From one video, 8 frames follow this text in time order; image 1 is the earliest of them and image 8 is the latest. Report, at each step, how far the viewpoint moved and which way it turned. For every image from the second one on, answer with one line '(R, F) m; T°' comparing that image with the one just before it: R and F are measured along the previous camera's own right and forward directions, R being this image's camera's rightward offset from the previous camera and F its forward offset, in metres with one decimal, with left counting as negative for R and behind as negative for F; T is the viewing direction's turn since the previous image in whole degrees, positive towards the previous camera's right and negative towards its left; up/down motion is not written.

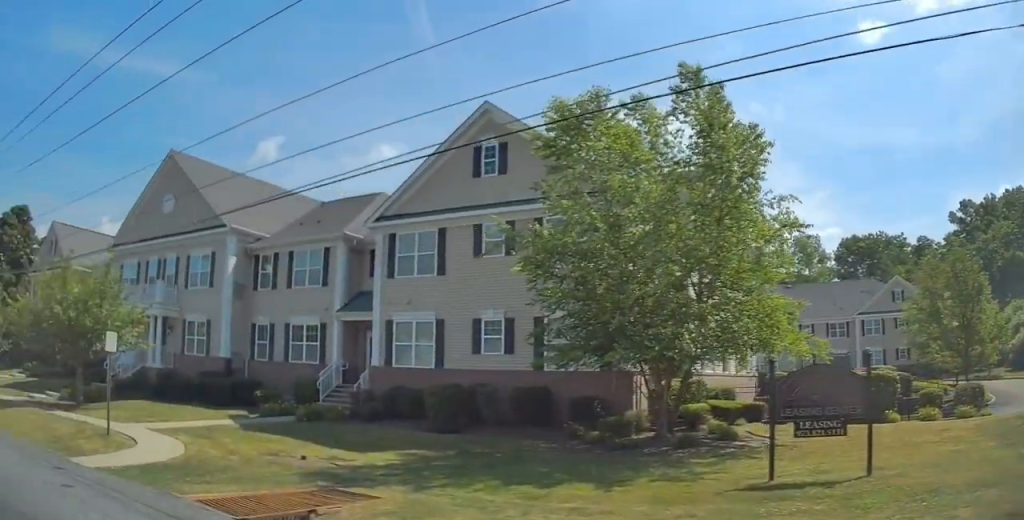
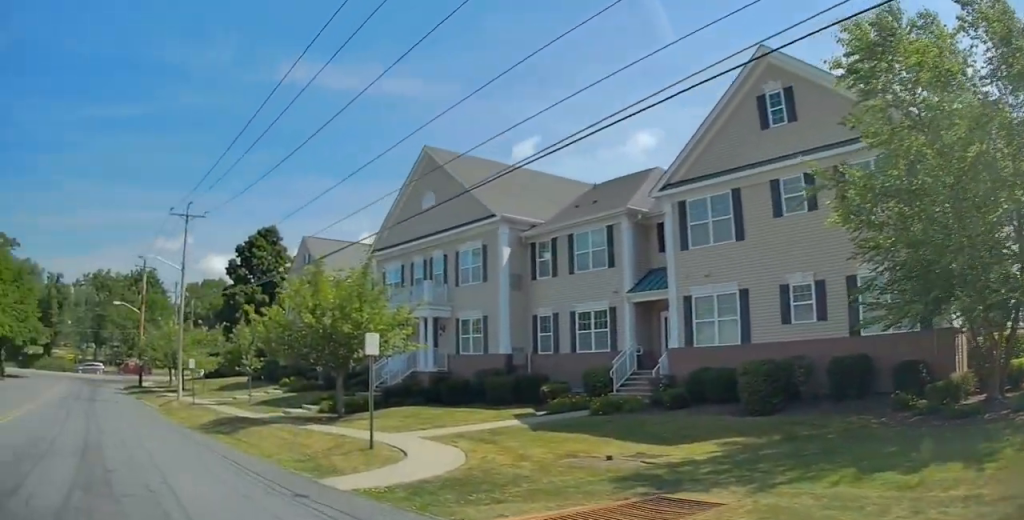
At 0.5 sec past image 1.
(-0.3, +1.9) m; -15°
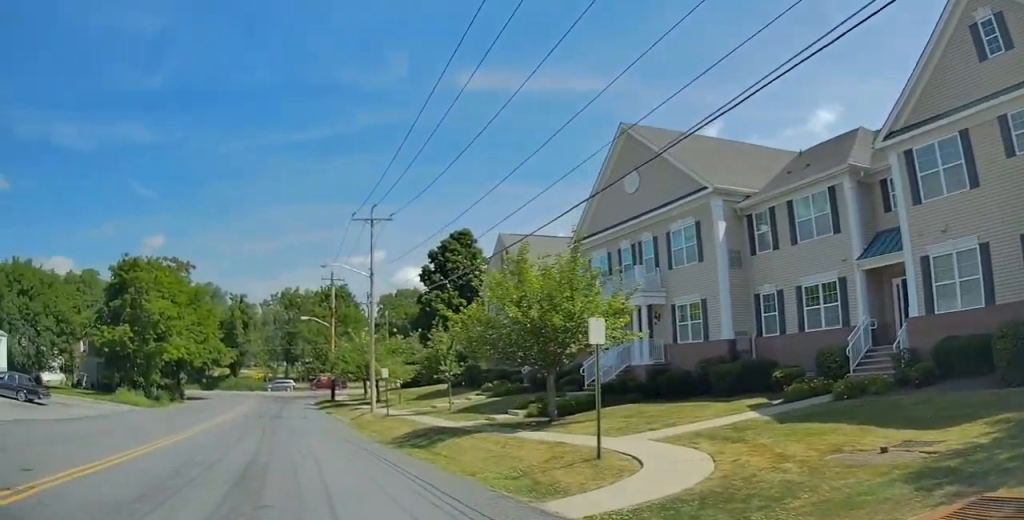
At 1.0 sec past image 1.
(0.0, +2.0) m; -14°
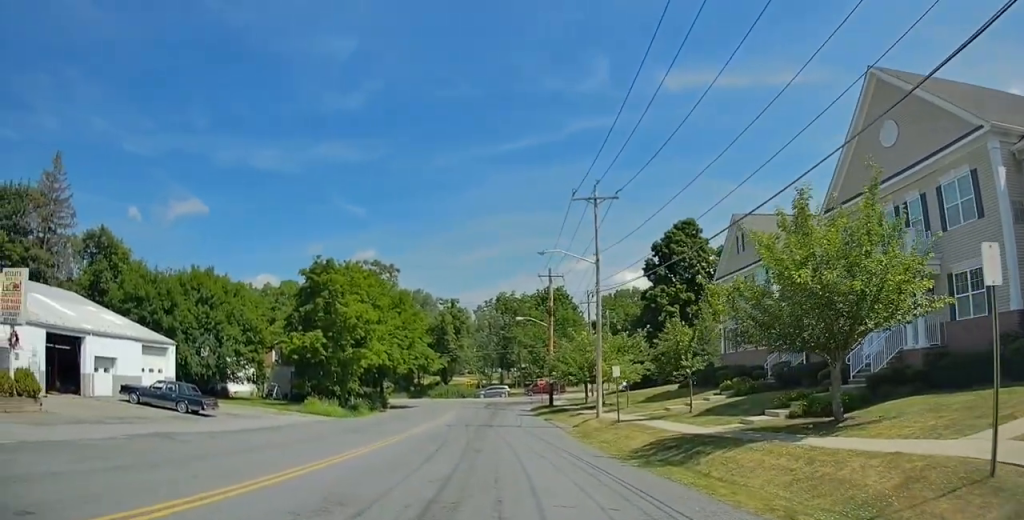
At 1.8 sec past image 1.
(-0.9, +3.5) m; -20°
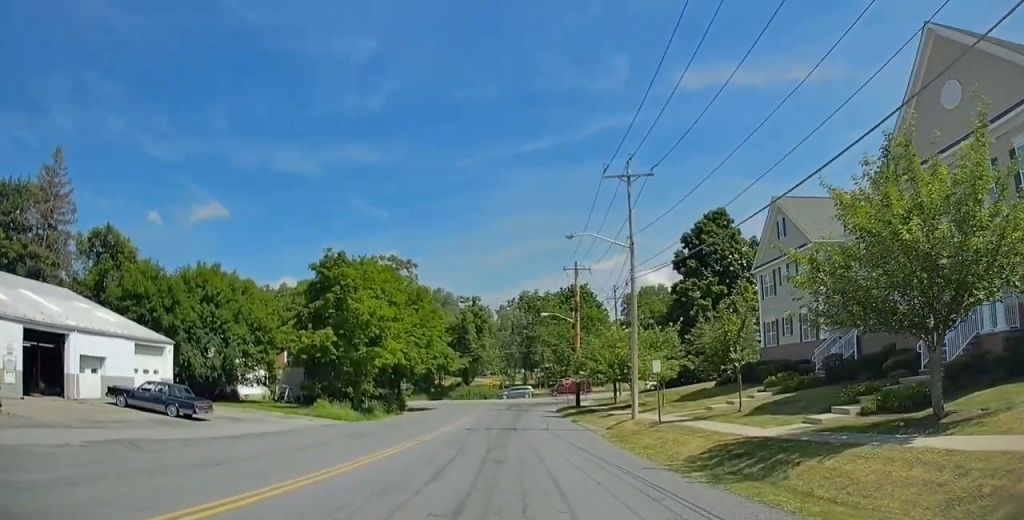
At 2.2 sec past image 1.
(-0.2, +2.4) m; -10°
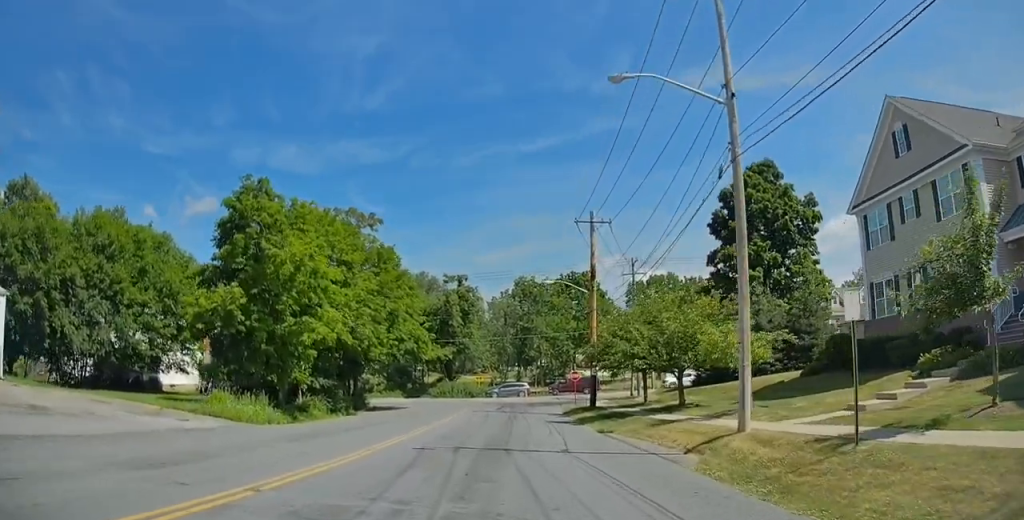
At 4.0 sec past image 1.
(-0.6, +12.4) m; -2°
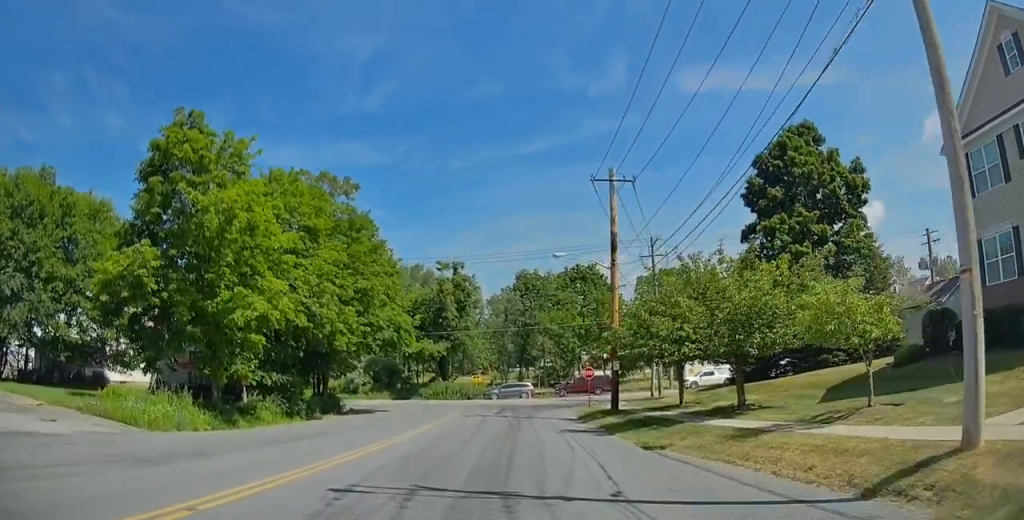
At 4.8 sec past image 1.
(+0.1, +7.3) m; 0°
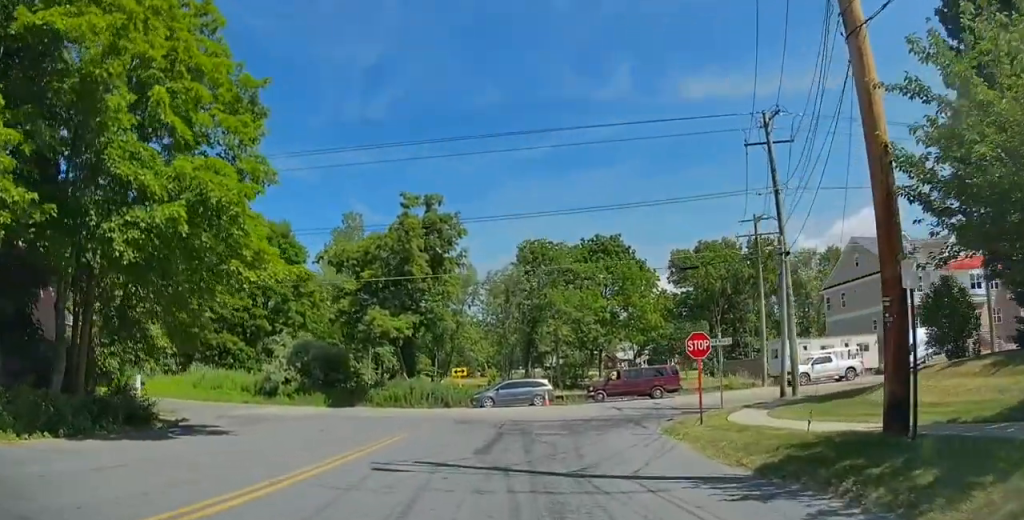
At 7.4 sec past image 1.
(+0.1, +24.0) m; +1°
